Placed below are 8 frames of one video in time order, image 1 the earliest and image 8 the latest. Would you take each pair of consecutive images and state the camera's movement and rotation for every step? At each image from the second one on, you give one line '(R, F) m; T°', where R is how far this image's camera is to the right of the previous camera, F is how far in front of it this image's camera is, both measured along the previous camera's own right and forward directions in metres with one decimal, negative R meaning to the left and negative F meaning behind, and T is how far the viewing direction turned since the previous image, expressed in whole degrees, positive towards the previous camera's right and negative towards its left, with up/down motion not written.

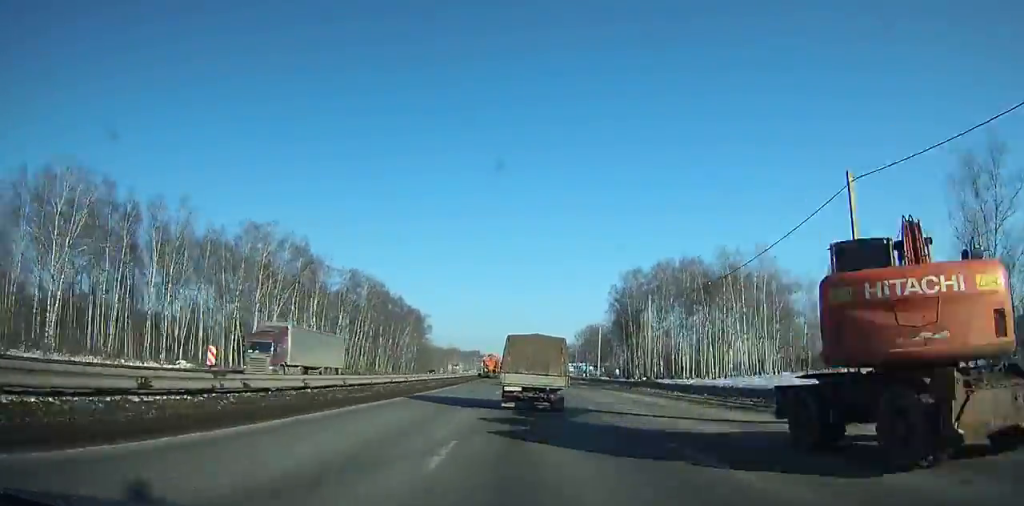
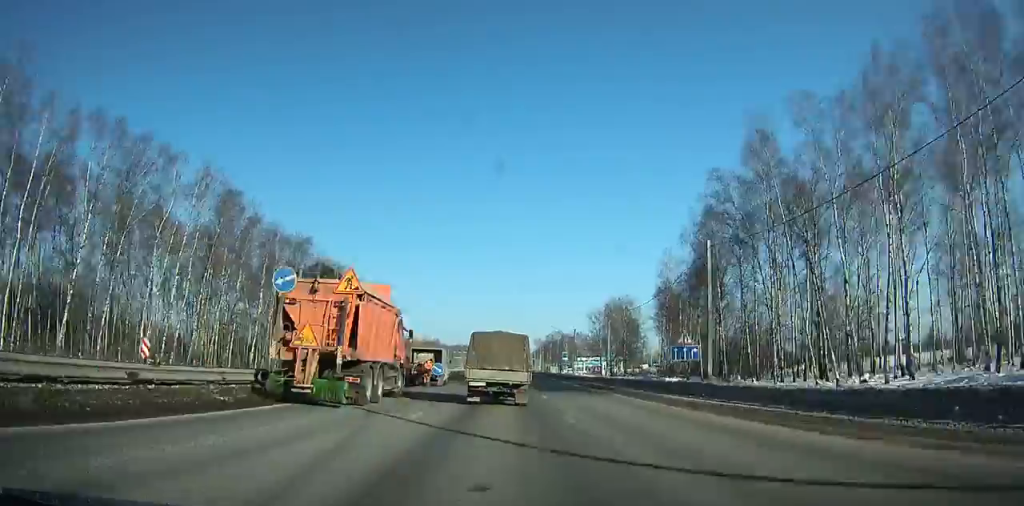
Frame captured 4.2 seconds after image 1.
(-1.0, +78.4) m; +1°
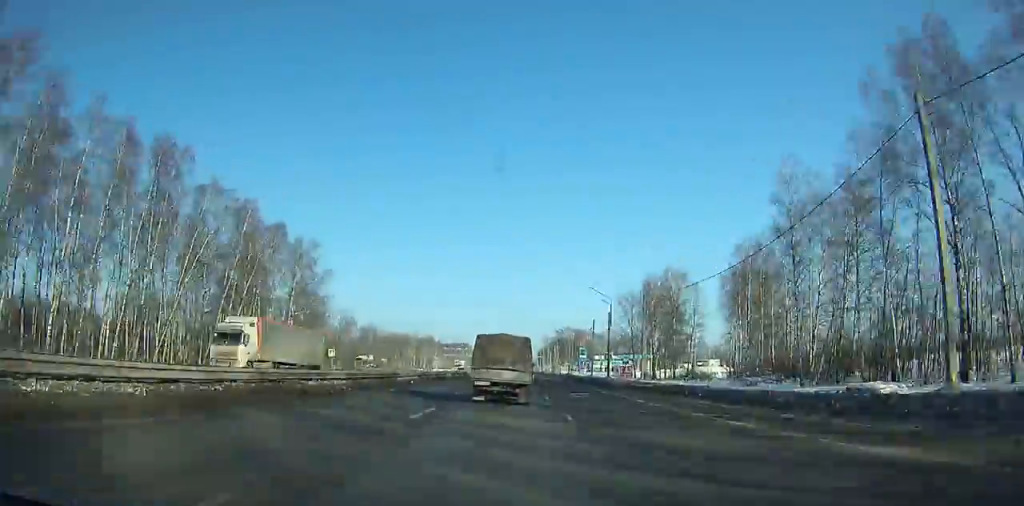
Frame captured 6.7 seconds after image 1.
(+0.3, +47.1) m; 0°
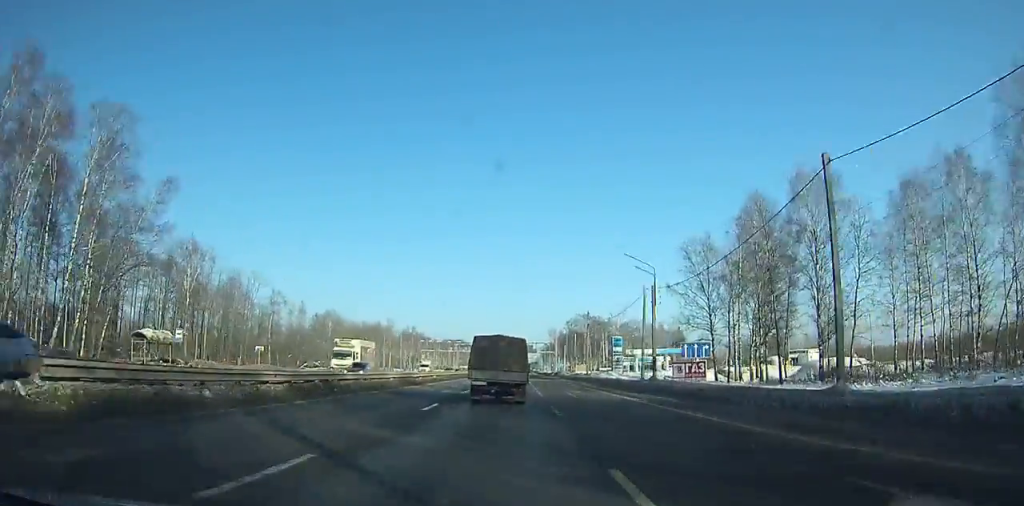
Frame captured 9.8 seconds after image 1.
(-0.1, +58.8) m; 0°
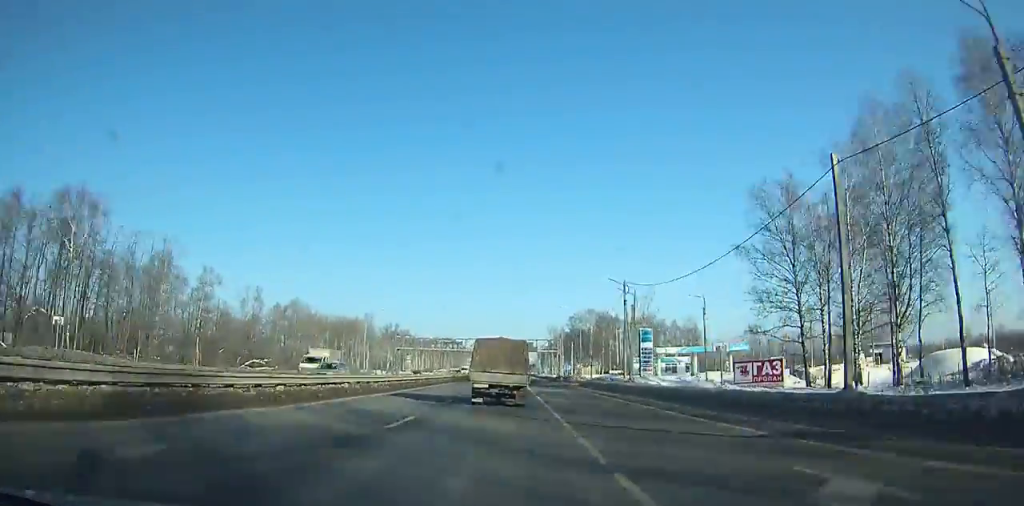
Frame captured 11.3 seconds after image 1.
(0.0, +28.6) m; 0°
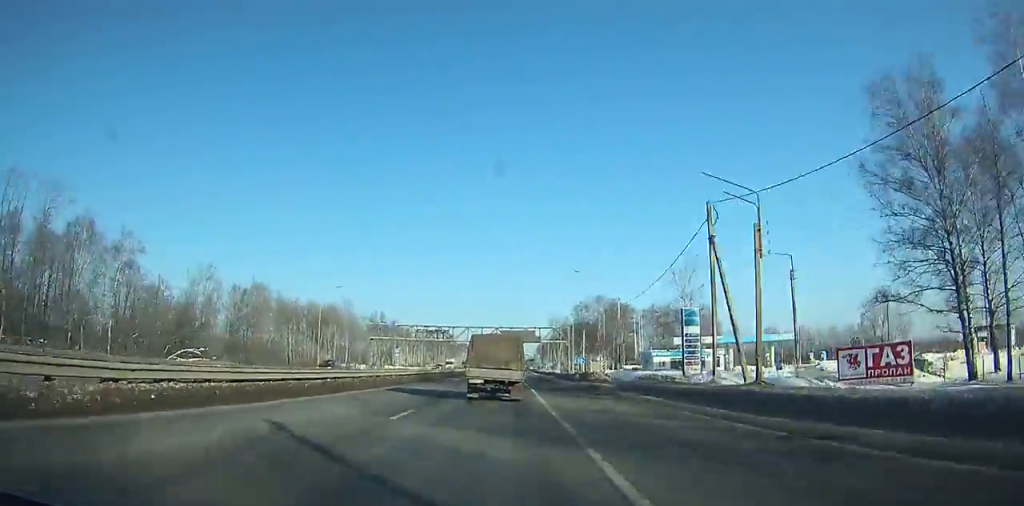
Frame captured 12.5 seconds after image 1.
(-0.1, +22.9) m; 0°
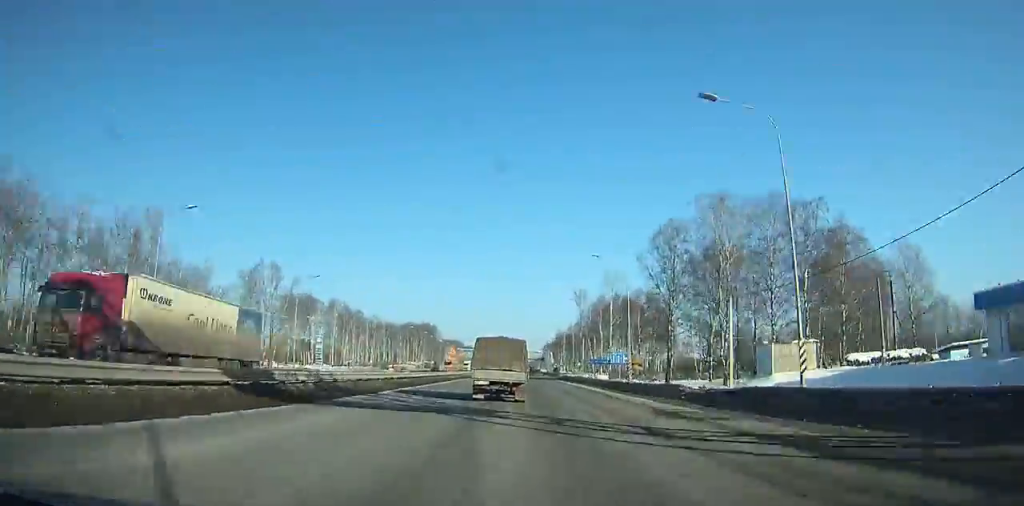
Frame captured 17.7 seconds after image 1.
(+0.4, +98.0) m; +1°
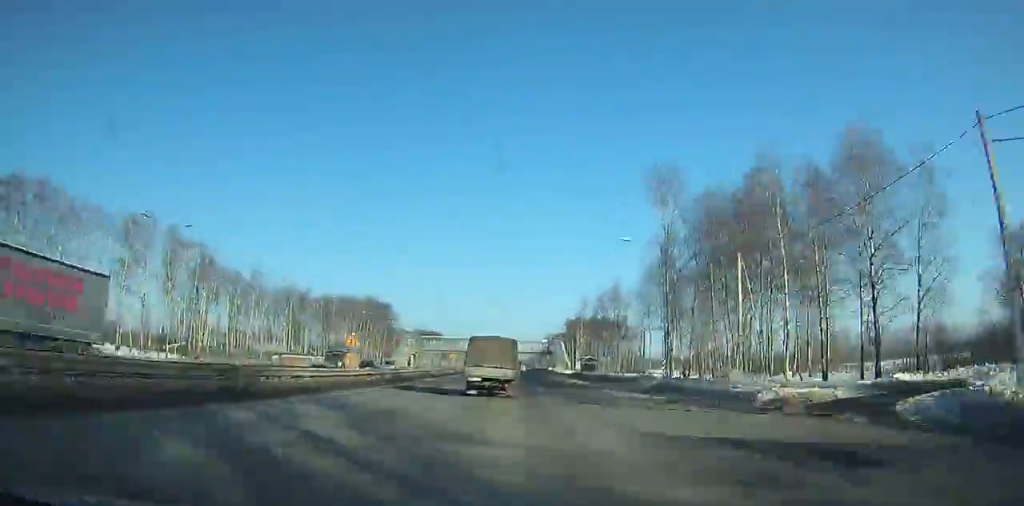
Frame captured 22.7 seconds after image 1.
(+0.5, +91.4) m; +1°
